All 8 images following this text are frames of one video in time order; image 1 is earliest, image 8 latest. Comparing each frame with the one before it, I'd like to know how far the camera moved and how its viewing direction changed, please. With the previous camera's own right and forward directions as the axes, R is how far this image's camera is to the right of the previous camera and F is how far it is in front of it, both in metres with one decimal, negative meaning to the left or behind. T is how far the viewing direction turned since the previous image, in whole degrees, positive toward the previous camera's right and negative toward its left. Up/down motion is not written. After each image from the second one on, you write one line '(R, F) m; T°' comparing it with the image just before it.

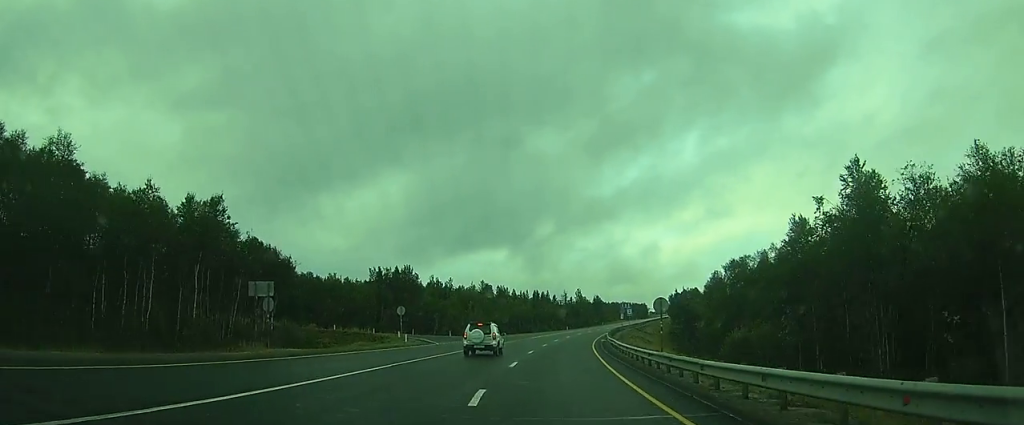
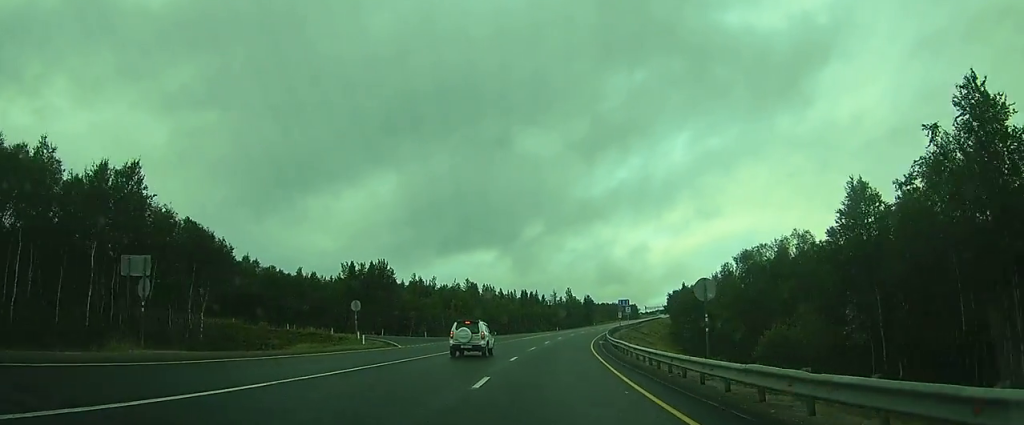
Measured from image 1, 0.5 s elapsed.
(0.0, +8.8) m; 0°
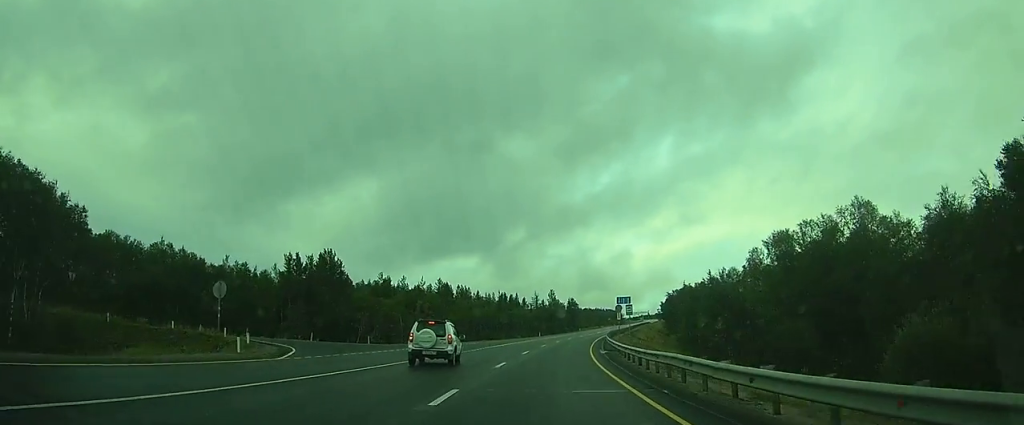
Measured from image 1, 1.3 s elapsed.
(0.0, +15.0) m; 0°
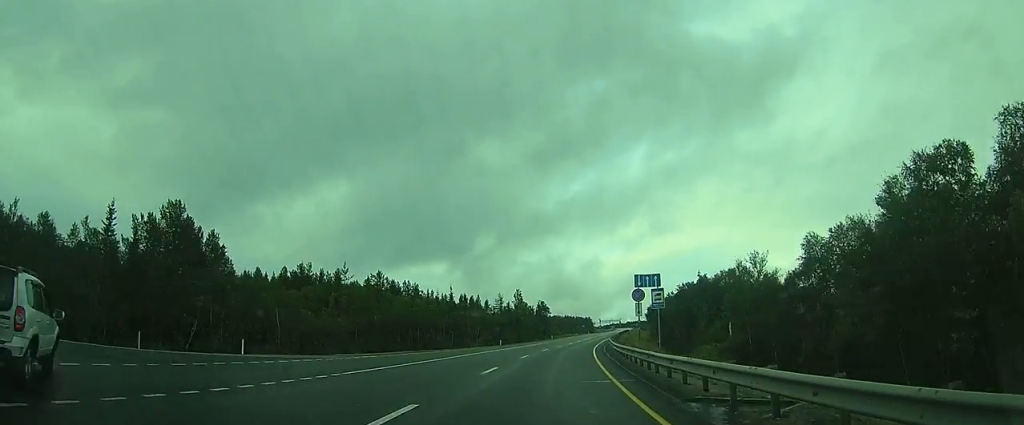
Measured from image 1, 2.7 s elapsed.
(+2.0, +26.8) m; +9°
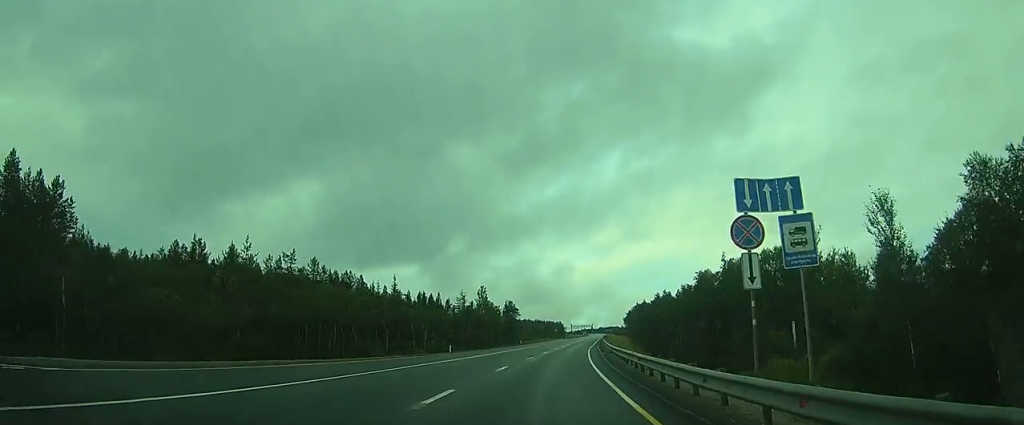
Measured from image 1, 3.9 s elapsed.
(+1.1, +20.6) m; +3°
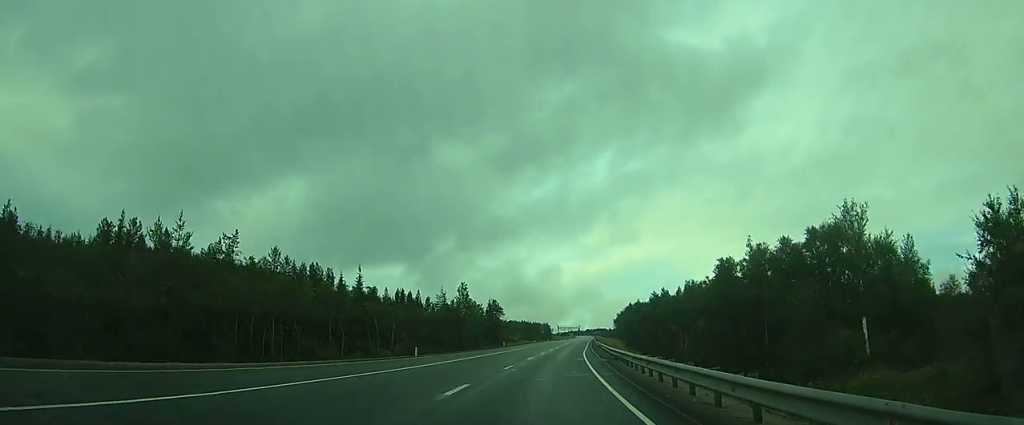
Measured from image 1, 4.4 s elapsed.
(0.0, +10.2) m; 0°
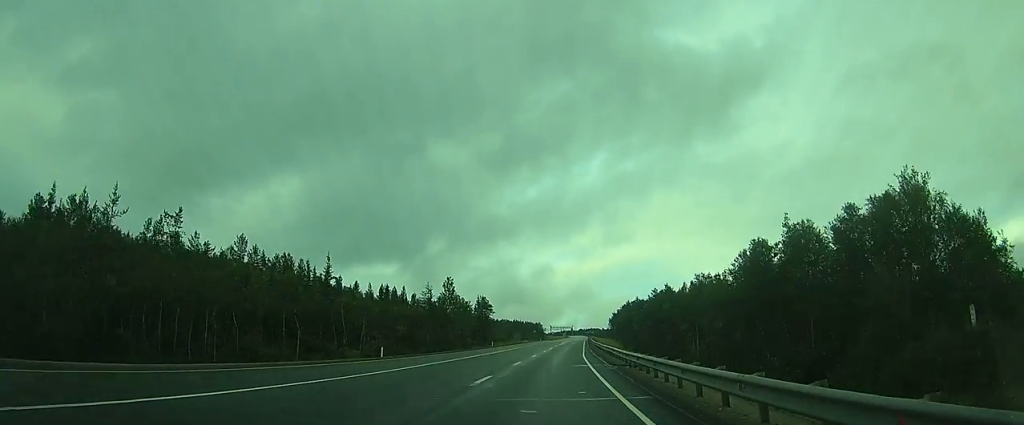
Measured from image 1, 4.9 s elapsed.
(0.0, +8.3) m; 0°
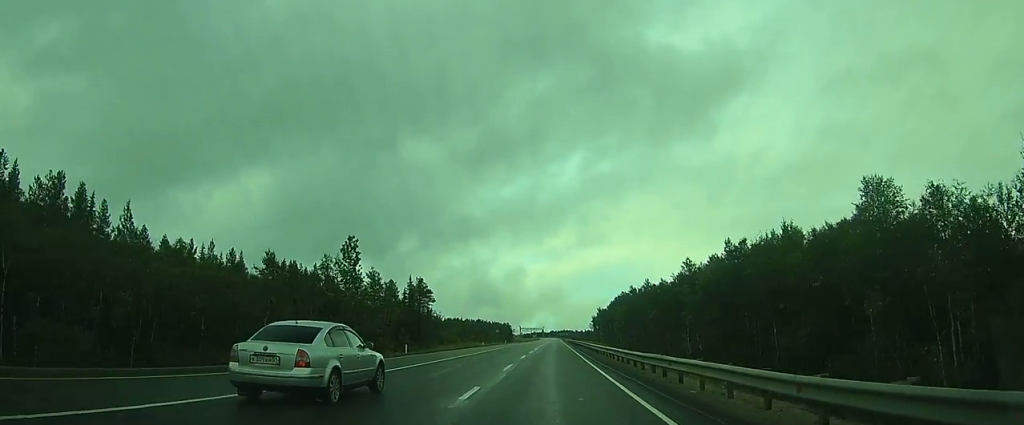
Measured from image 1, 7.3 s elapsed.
(0.0, +41.1) m; 0°
